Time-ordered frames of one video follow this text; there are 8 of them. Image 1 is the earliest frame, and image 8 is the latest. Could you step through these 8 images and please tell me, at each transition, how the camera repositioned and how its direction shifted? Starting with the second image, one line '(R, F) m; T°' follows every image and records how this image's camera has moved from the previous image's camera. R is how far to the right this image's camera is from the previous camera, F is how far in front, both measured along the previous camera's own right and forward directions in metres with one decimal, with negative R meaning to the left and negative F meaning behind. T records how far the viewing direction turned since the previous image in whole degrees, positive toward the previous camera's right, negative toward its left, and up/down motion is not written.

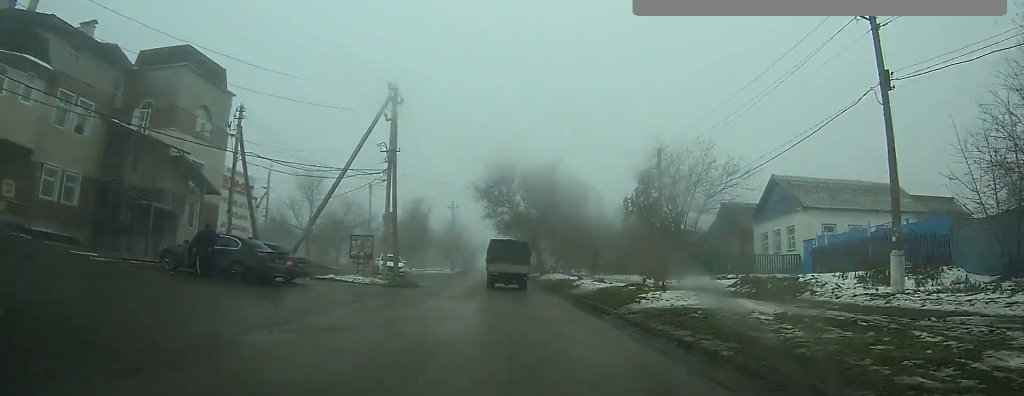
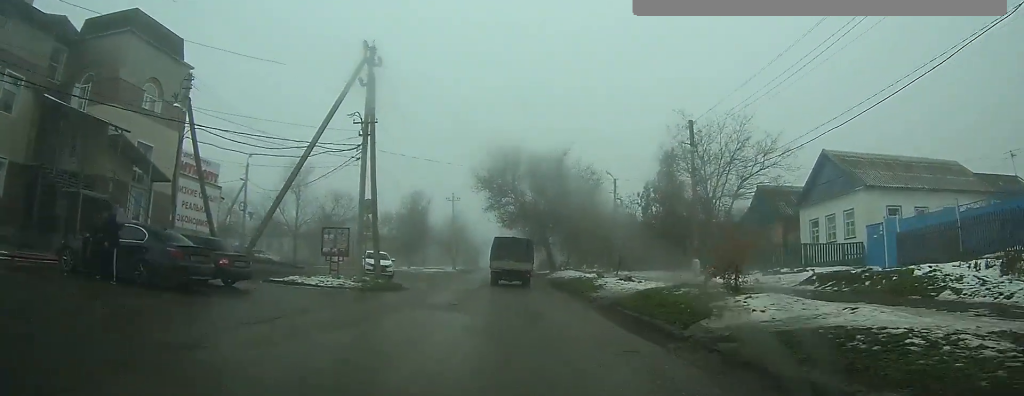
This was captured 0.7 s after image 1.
(0.0, +6.7) m; 0°
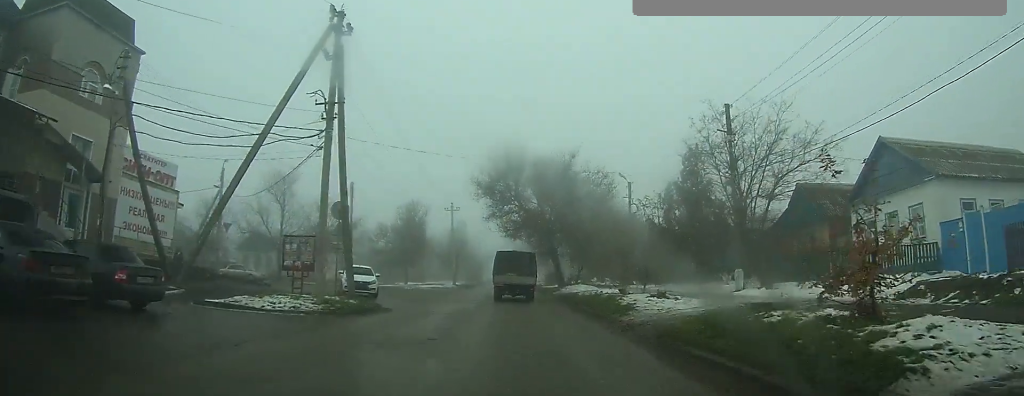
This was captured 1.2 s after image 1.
(0.0, +5.5) m; 0°
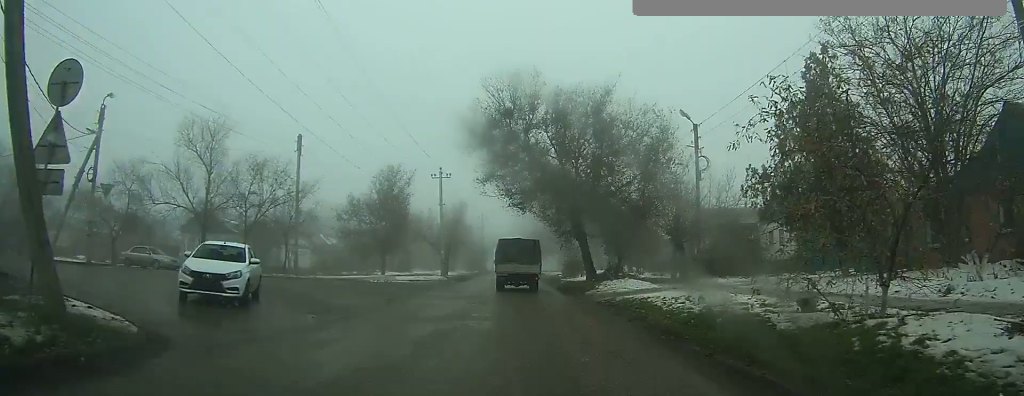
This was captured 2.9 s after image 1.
(-0.2, +15.0) m; -1°
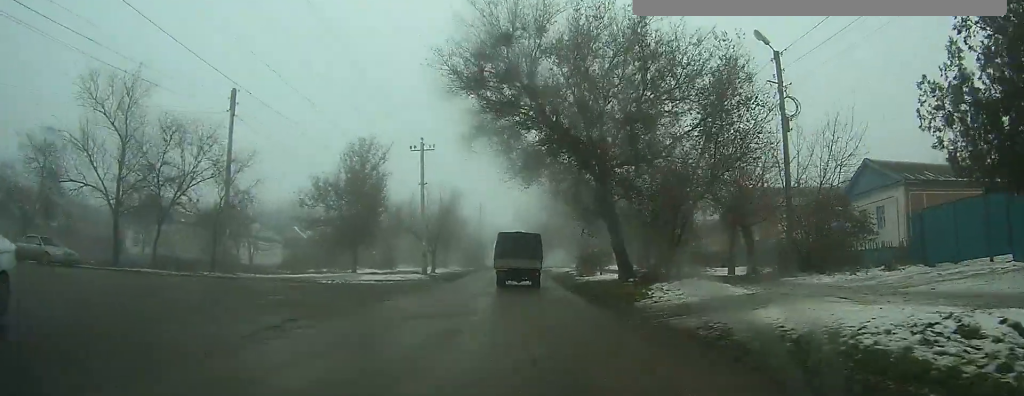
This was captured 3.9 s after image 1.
(-0.1, +8.9) m; 0°
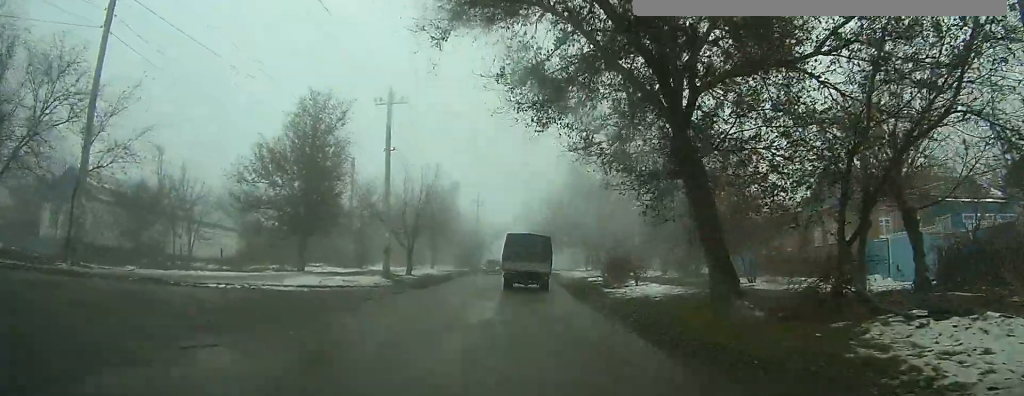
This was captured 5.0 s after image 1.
(+0.1, +10.8) m; 0°
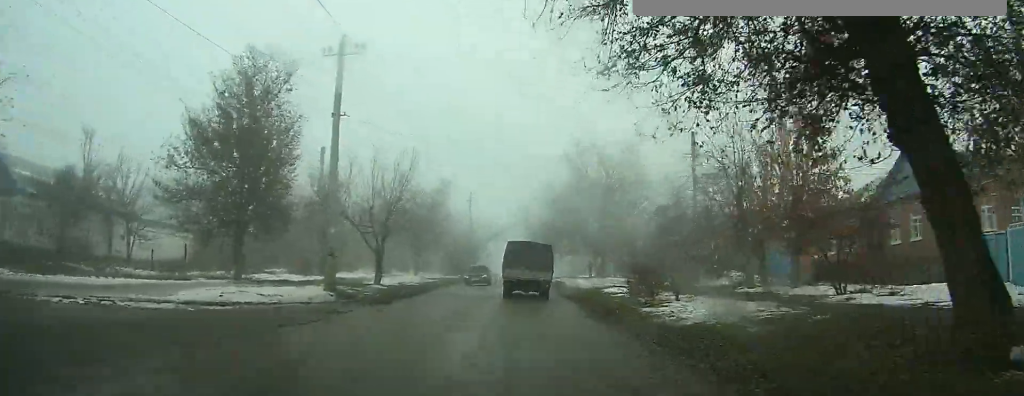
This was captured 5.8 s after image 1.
(0.0, +7.8) m; 0°
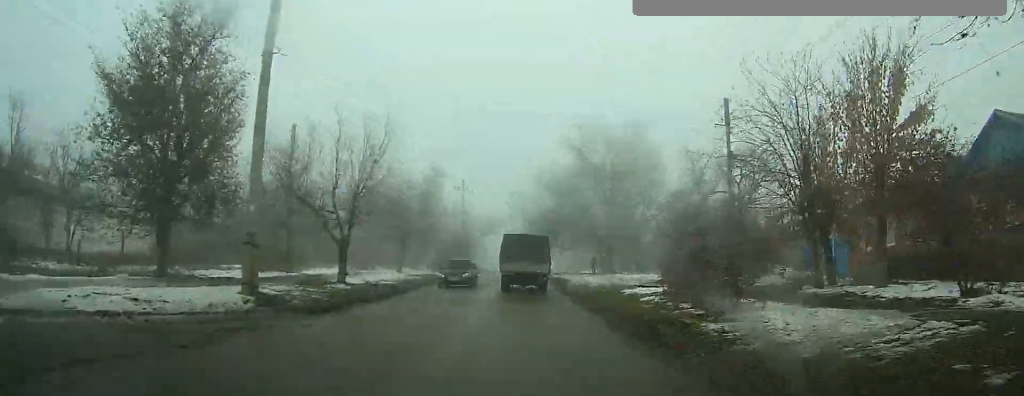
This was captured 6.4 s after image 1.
(0.0, +5.9) m; 0°
